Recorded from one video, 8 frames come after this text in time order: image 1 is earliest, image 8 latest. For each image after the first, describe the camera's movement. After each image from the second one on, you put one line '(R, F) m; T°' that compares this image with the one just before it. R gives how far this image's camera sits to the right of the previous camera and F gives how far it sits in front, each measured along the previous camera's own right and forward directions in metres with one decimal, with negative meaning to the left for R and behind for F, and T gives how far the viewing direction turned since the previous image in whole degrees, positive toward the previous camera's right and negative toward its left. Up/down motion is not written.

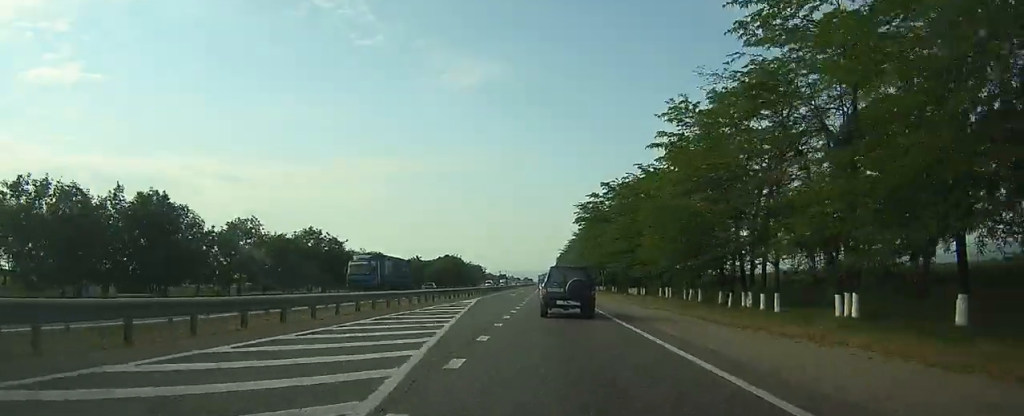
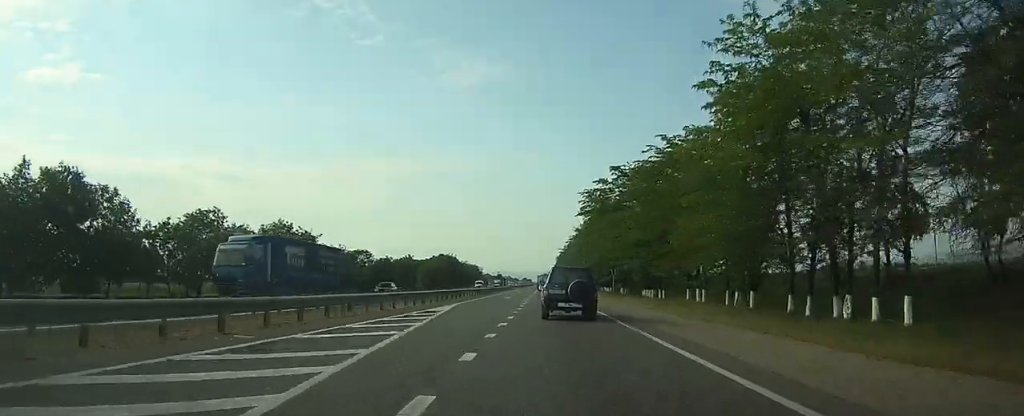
(0.0, +11.3) m; 0°
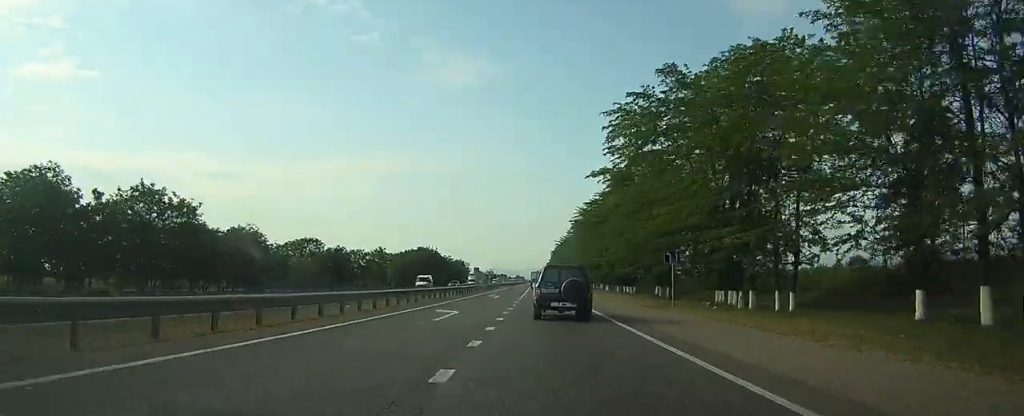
(0.0, +30.3) m; 0°
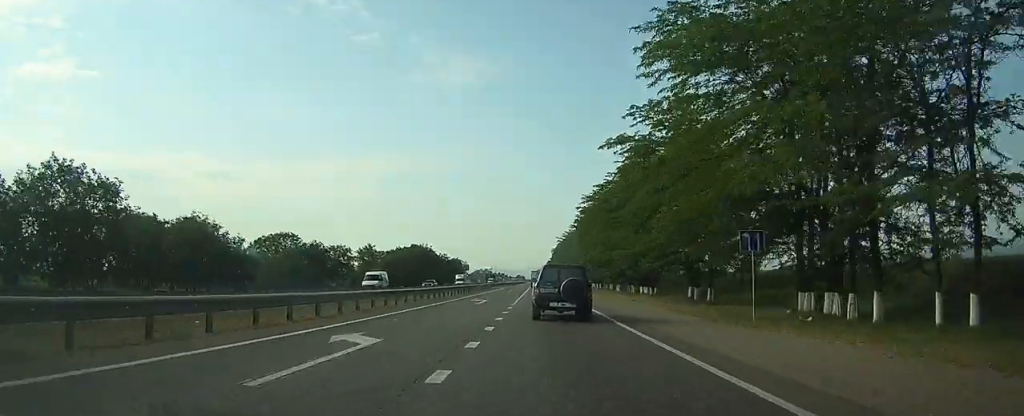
(0.0, +12.2) m; 0°
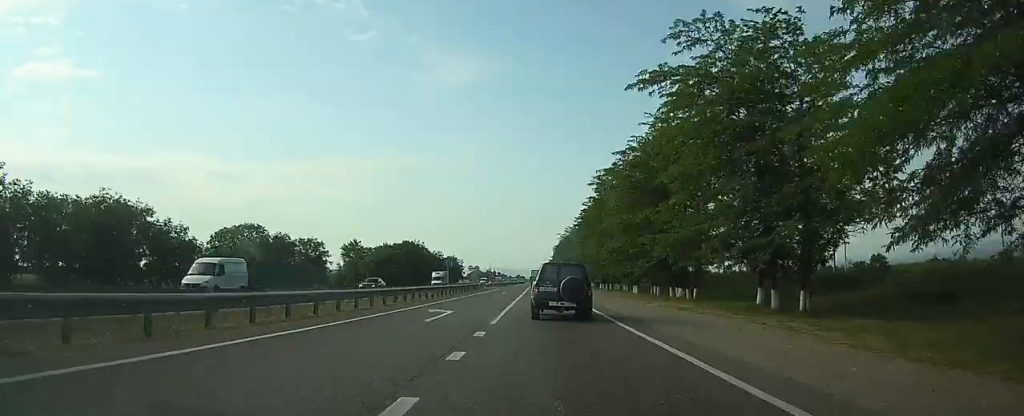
(0.0, +14.0) m; 0°
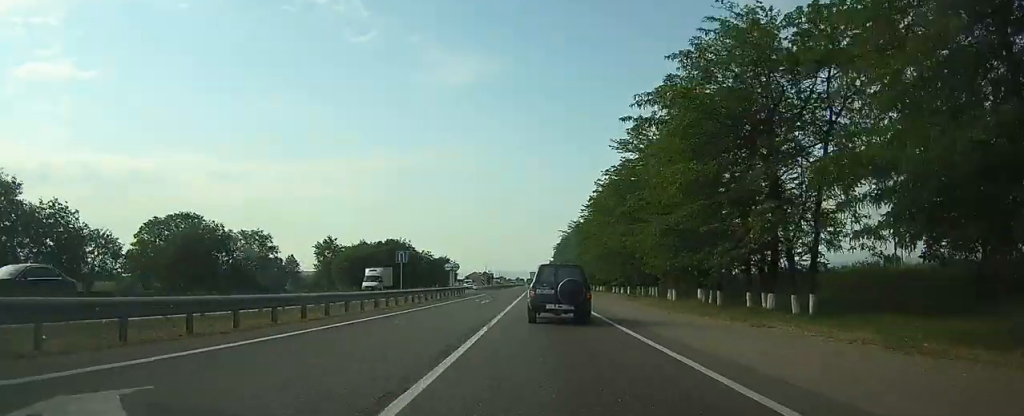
(0.0, +18.5) m; 0°
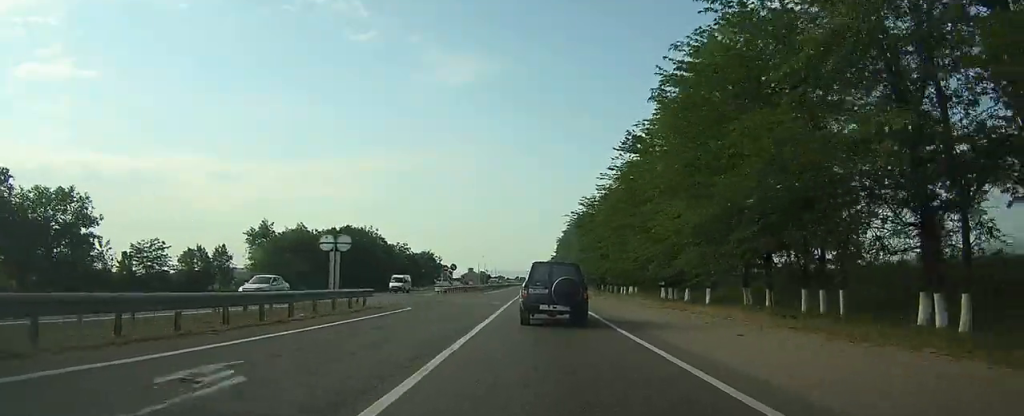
(0.0, +33.7) m; 0°
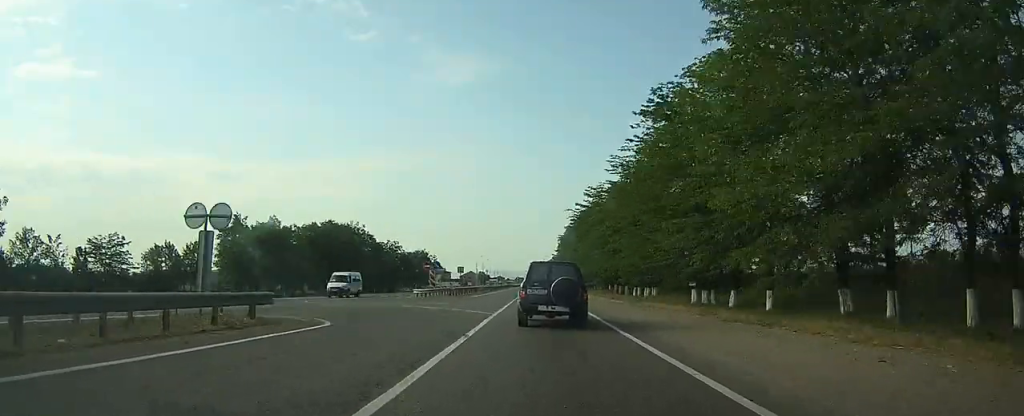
(0.0, +10.3) m; 0°
